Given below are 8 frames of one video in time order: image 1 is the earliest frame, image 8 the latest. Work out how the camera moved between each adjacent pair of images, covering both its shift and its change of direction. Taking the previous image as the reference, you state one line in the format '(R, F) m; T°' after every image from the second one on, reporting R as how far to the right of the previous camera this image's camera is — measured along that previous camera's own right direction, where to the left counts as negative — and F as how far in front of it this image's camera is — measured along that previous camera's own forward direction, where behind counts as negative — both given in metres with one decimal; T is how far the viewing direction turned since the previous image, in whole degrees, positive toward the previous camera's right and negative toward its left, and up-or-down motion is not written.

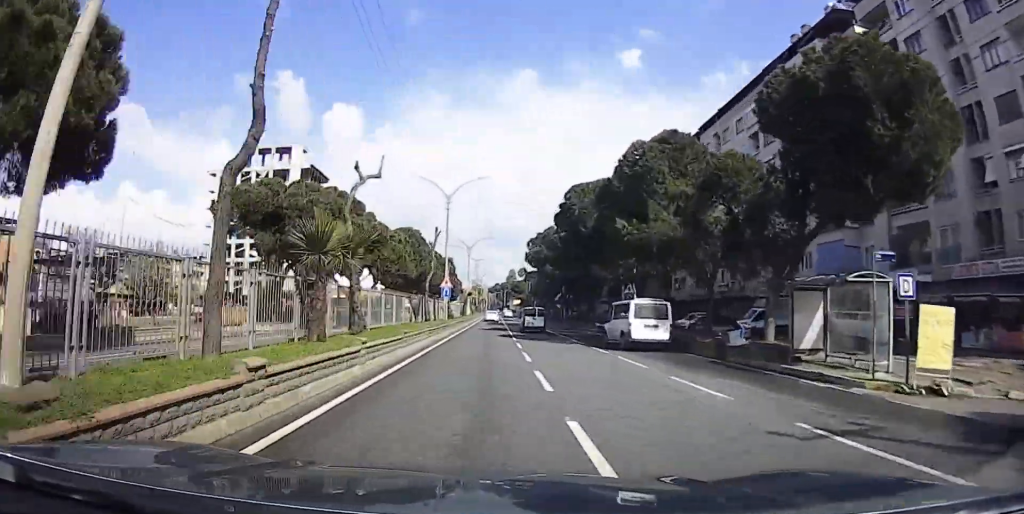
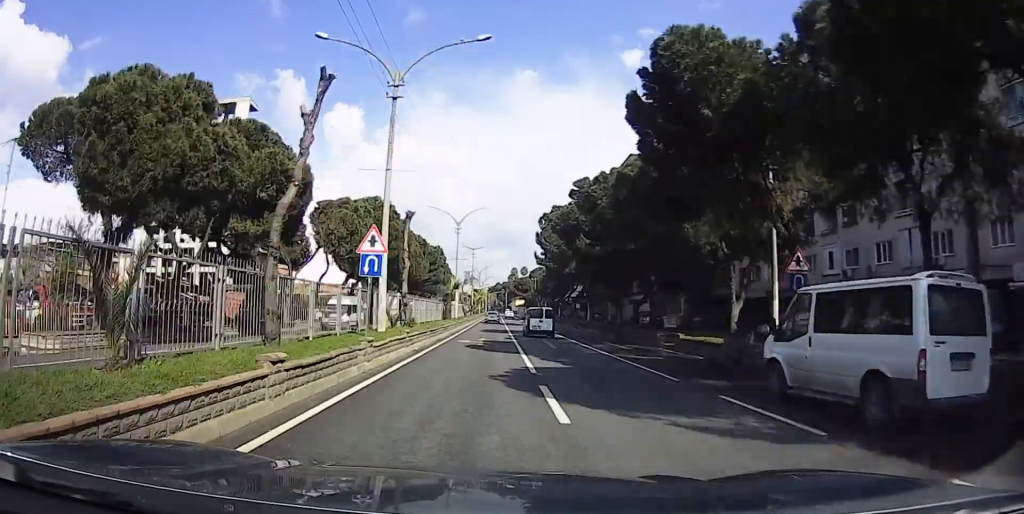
(0.0, +20.1) m; -2°
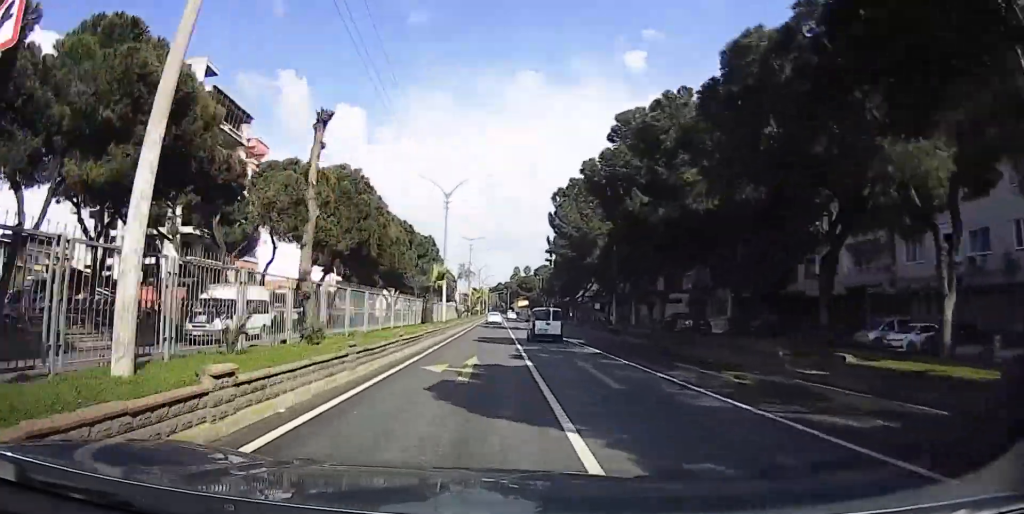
(-0.4, +11.0) m; -2°
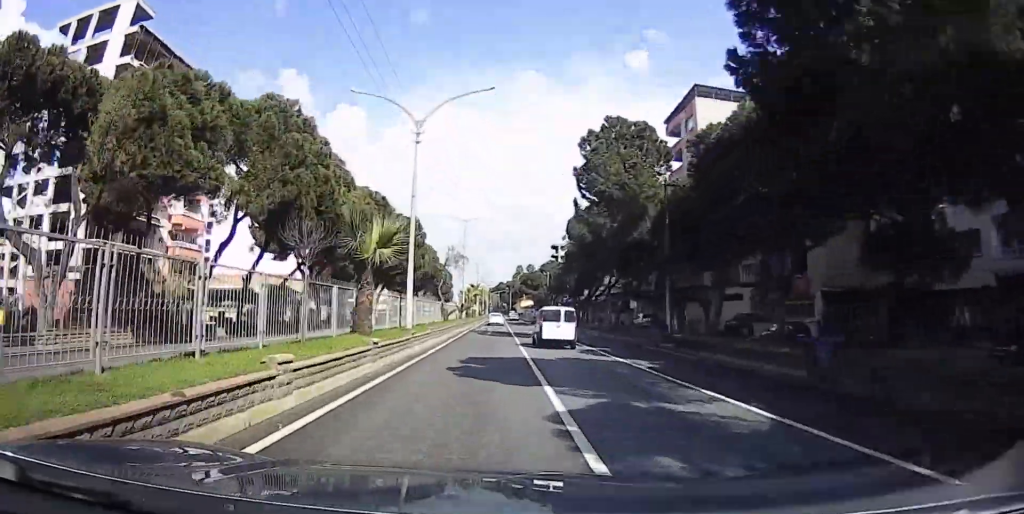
(-0.2, +12.7) m; -1°
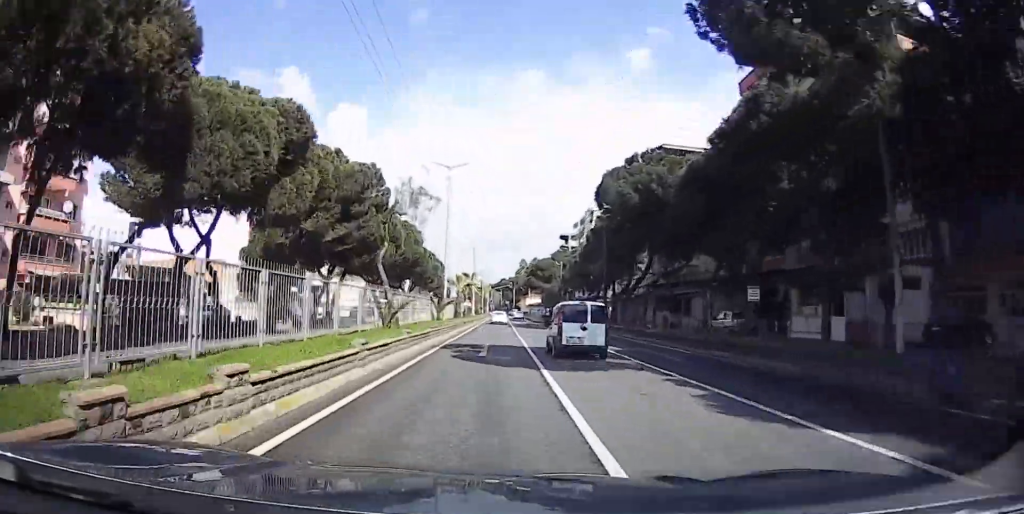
(+0.1, +18.5) m; +1°
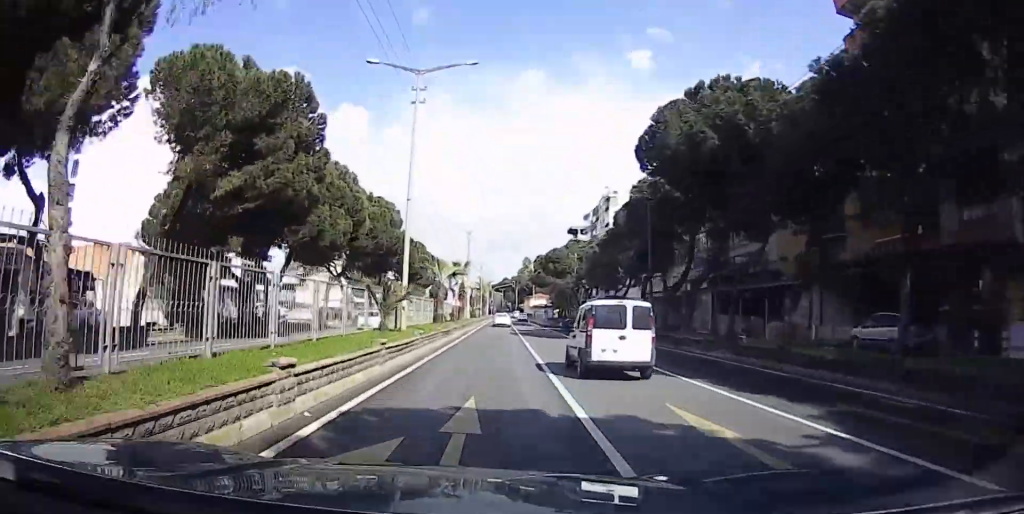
(+0.1, +15.8) m; 0°
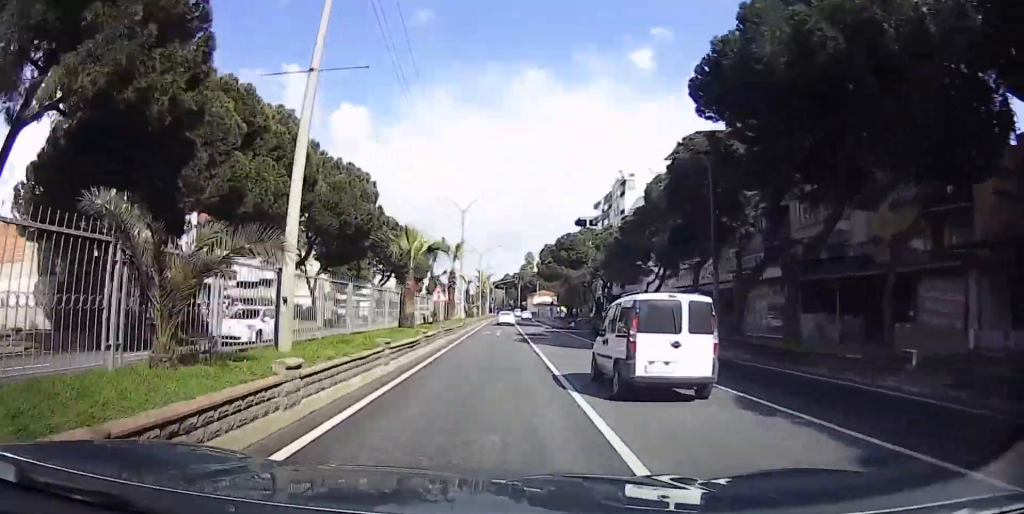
(0.0, +11.6) m; 0°
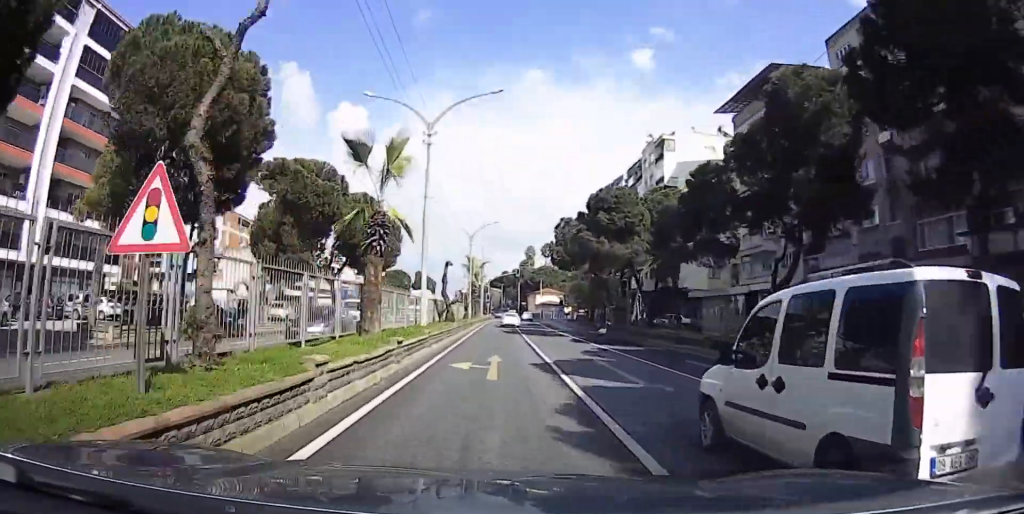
(0.0, +22.2) m; 0°
